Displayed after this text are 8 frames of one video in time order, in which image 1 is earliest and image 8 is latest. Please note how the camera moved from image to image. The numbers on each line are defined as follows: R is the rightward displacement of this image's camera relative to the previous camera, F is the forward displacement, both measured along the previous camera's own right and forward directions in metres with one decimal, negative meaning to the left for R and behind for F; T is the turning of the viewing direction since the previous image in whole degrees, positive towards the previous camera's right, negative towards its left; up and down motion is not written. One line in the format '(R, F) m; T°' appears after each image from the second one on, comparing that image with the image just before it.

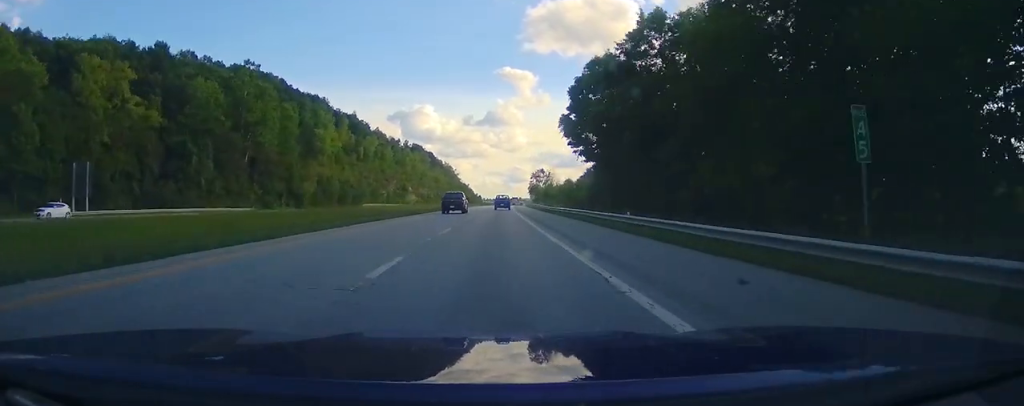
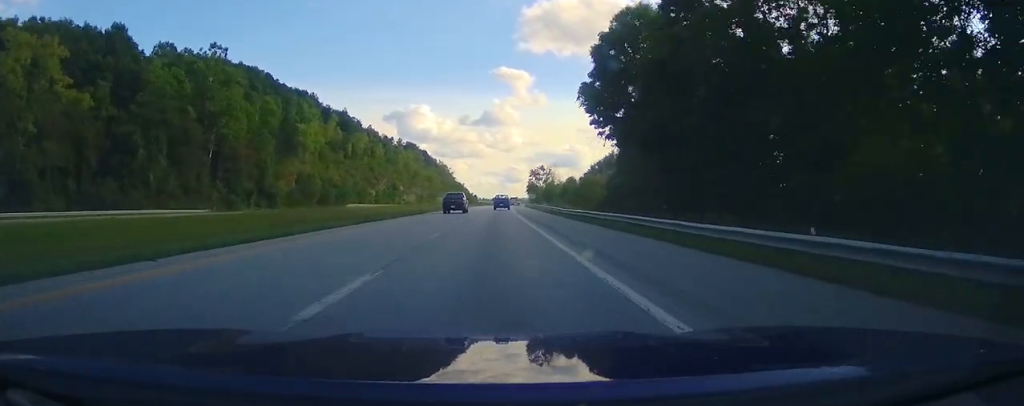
(+0.3, +15.1) m; +1°
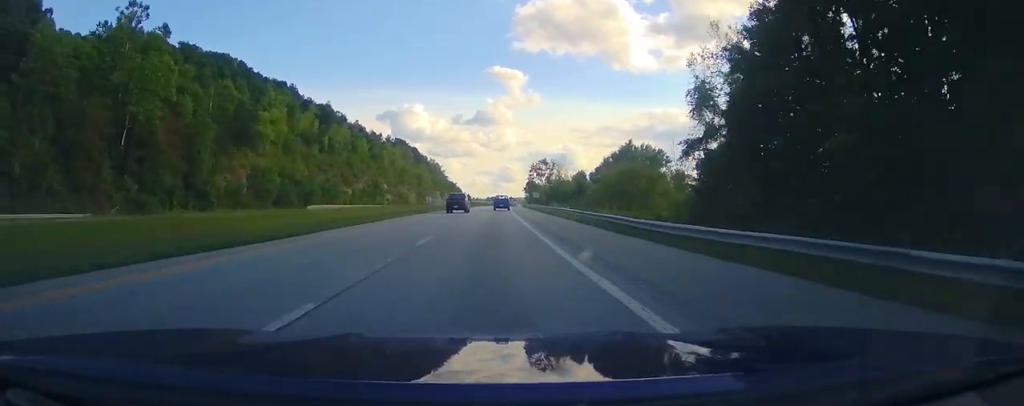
(0.0, +28.0) m; 0°
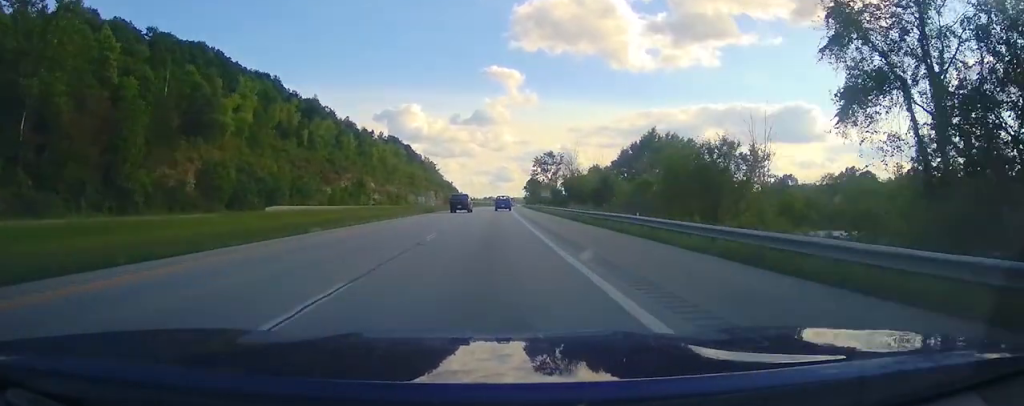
(0.0, +22.5) m; 0°
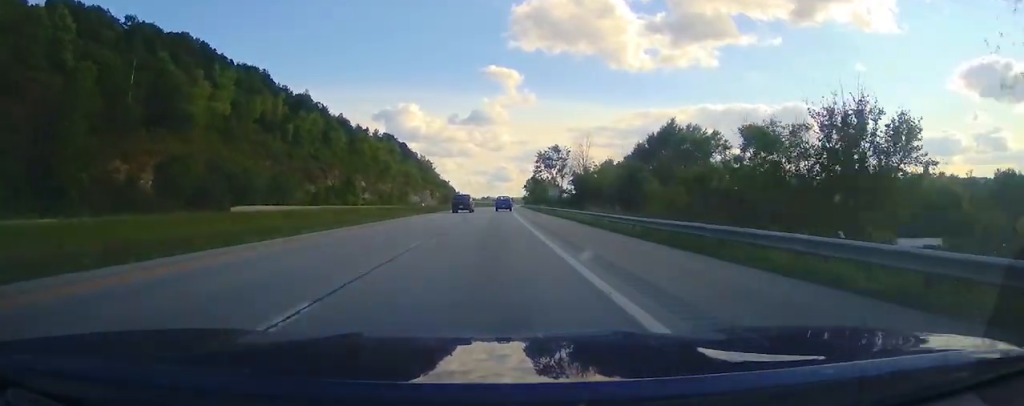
(0.0, +13.9) m; 0°
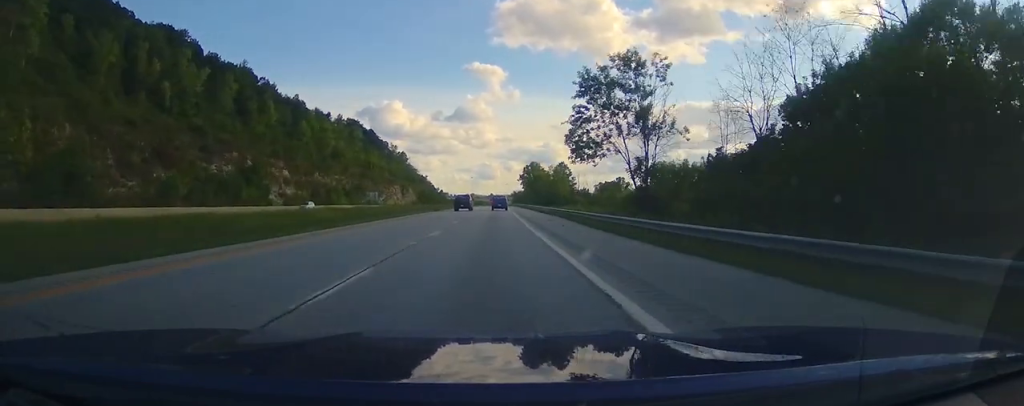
(0.0, +70.1) m; 0°
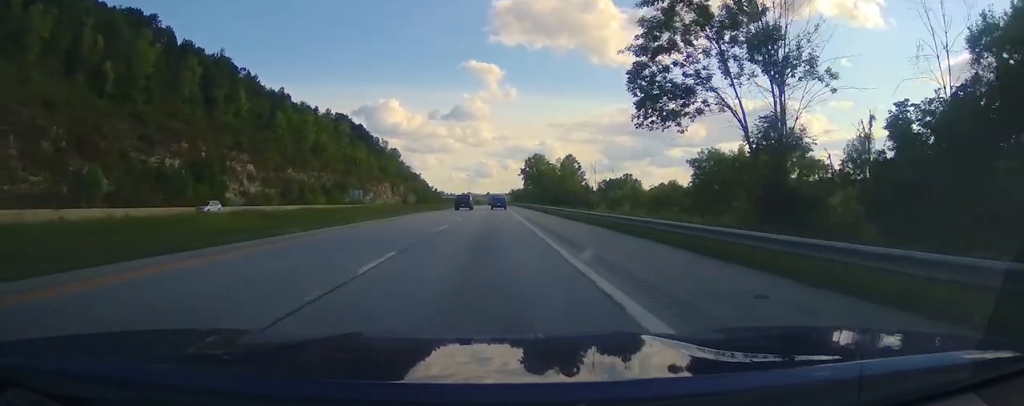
(-0.1, +21.2) m; 0°
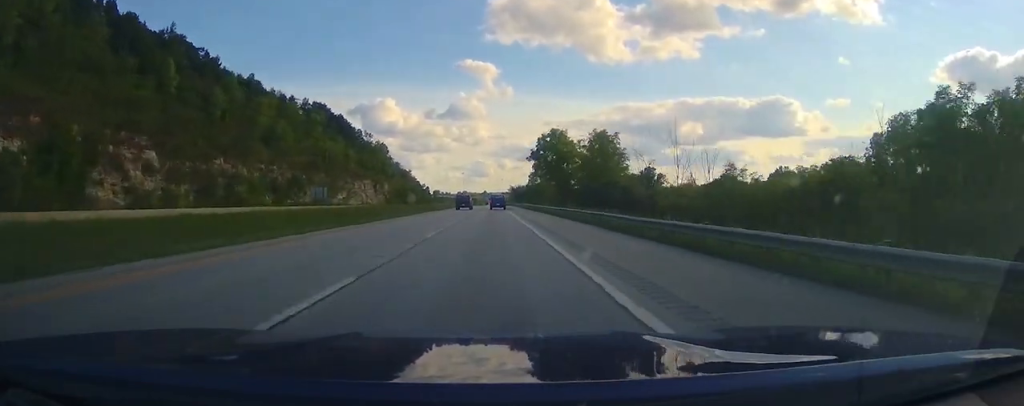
(+0.4, +41.4) m; +1°
